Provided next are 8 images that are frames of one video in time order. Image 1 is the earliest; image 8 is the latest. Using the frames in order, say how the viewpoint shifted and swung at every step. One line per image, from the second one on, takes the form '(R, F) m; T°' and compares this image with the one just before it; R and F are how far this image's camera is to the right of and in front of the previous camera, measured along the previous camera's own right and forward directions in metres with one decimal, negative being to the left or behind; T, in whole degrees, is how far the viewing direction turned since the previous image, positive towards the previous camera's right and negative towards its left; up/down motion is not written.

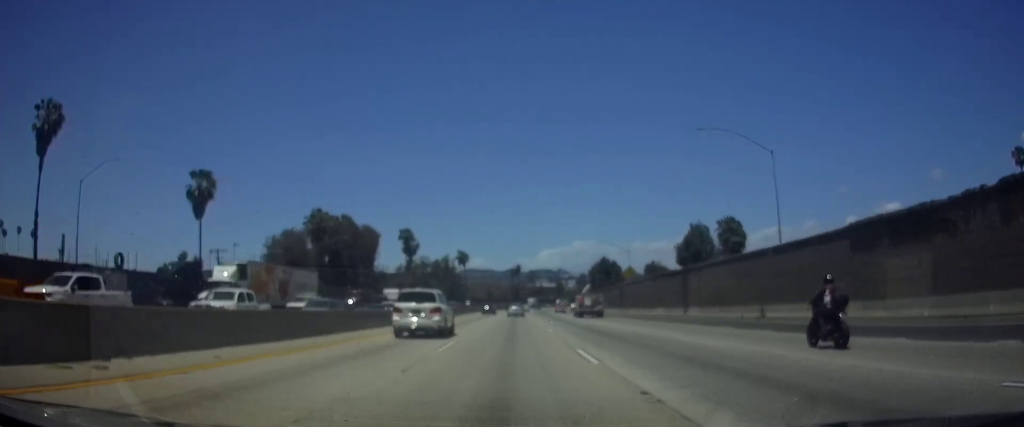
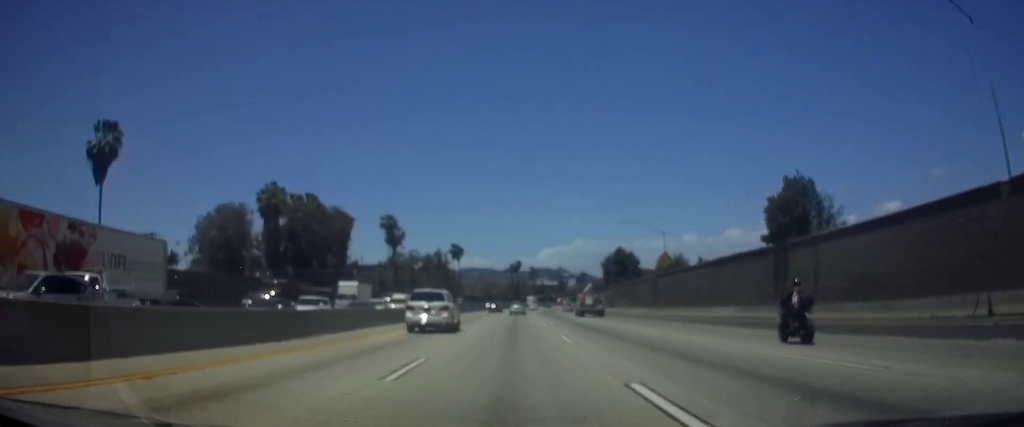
(0.0, +22.0) m; 0°
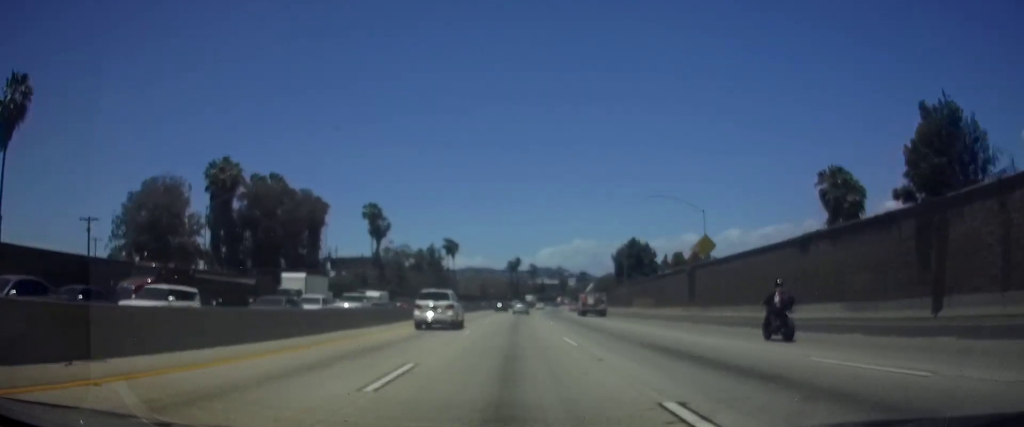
(+0.1, +15.8) m; 0°
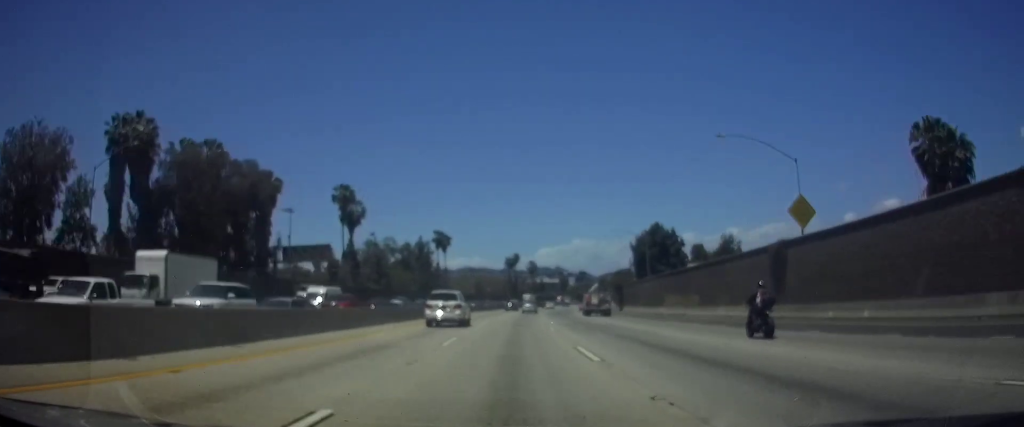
(0.0, +20.2) m; 0°
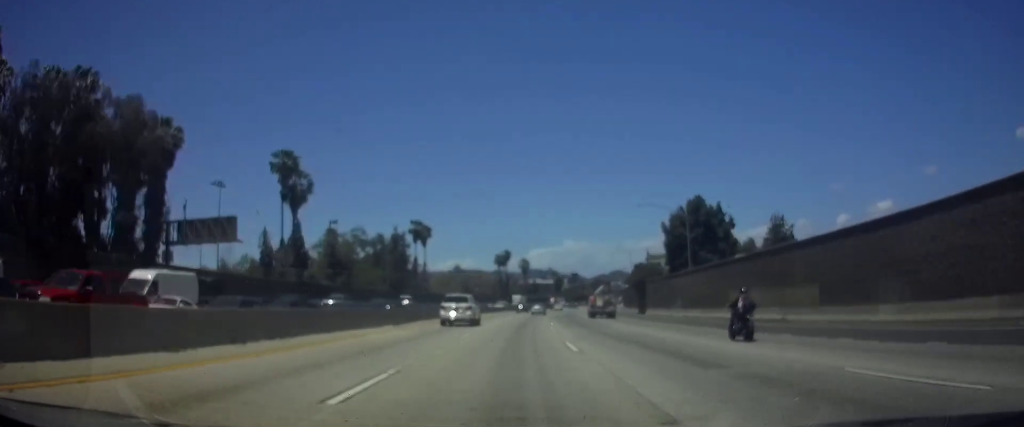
(+0.2, +25.4) m; +1°
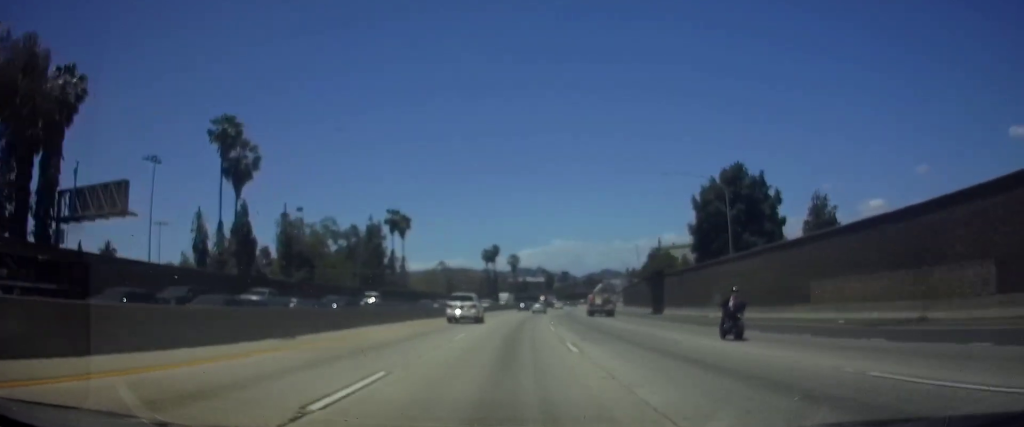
(+0.1, +15.8) m; +1°
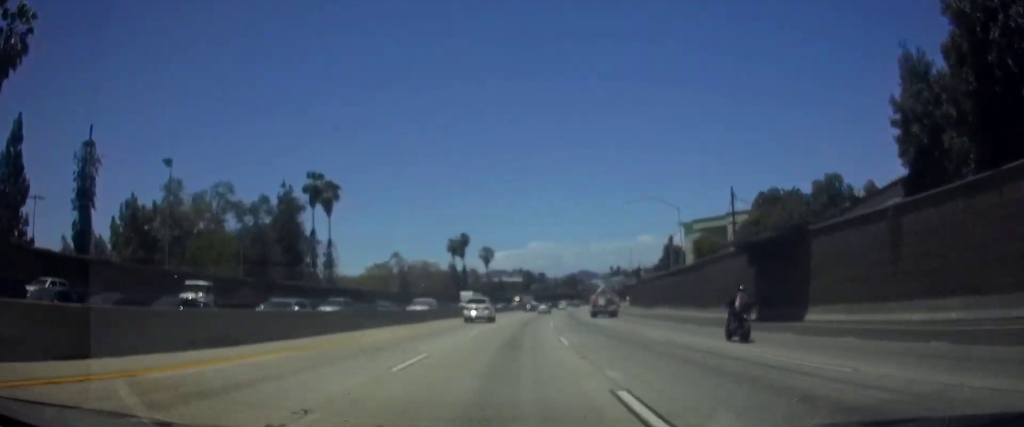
(+0.7, +39.9) m; +2°
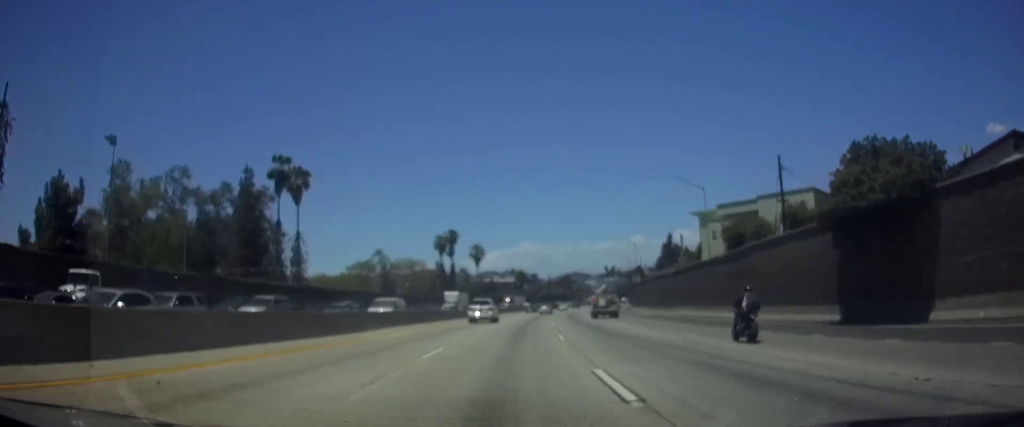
(0.0, +11.6) m; +1°
